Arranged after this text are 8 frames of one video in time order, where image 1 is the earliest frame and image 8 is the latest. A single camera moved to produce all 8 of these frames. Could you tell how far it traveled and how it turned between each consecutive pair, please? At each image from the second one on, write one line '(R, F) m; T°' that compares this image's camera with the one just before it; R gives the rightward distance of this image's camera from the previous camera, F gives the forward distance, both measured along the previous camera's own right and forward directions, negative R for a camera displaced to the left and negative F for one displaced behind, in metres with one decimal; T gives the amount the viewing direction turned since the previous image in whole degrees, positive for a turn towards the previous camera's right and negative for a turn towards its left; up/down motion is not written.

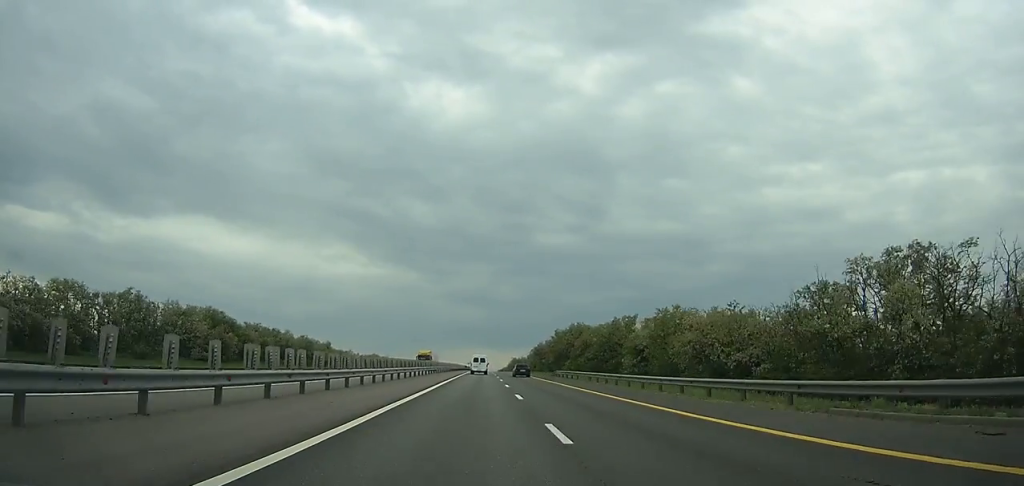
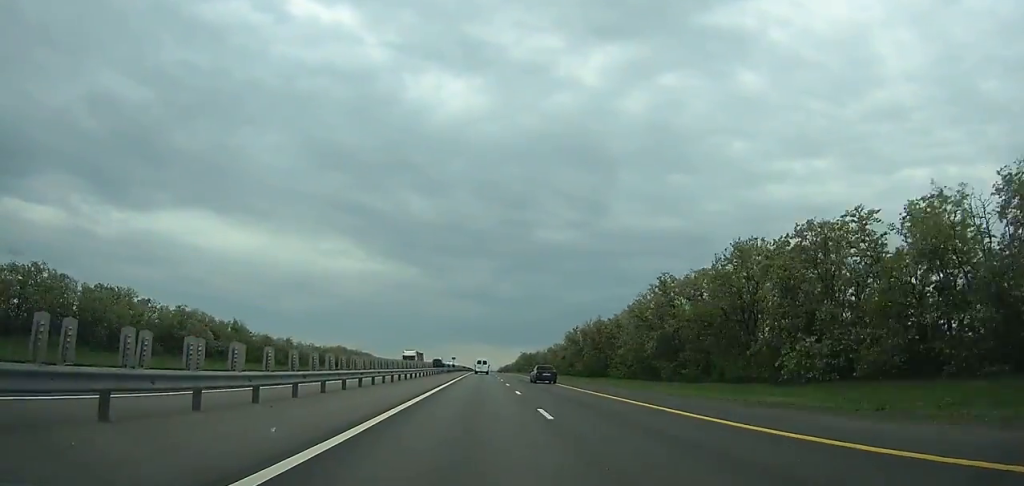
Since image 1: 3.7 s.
(-0.3, +103.9) m; 0°
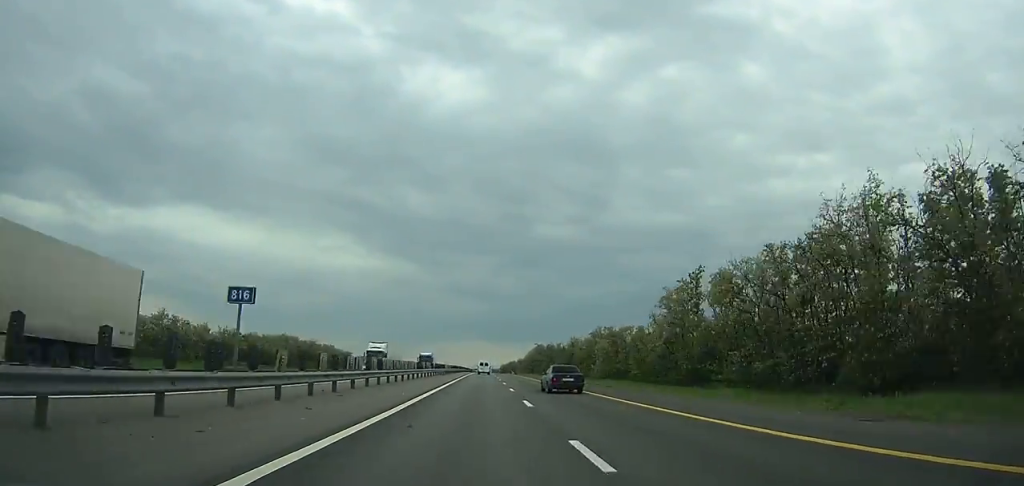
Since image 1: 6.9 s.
(0.0, +90.2) m; 0°
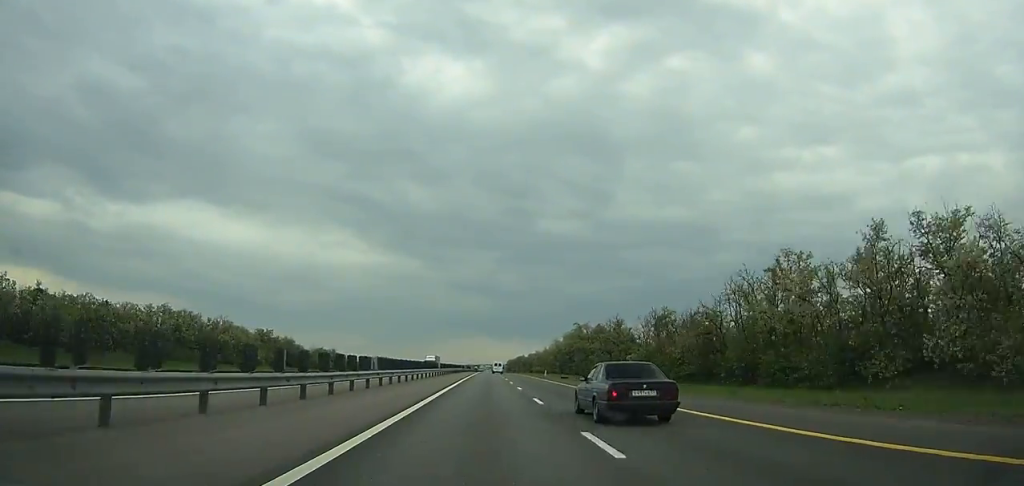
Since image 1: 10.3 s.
(+0.2, +96.0) m; 0°
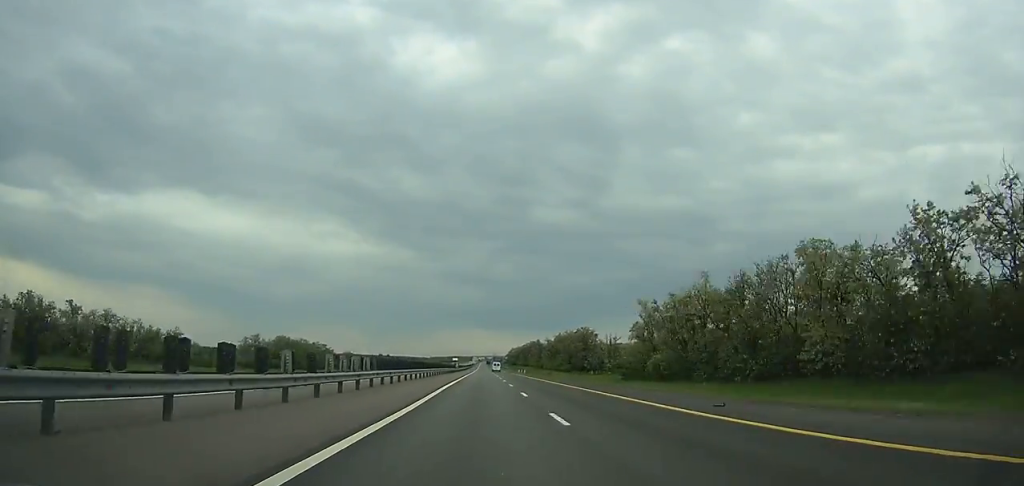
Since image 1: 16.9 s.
(+0.2, +187.0) m; 0°
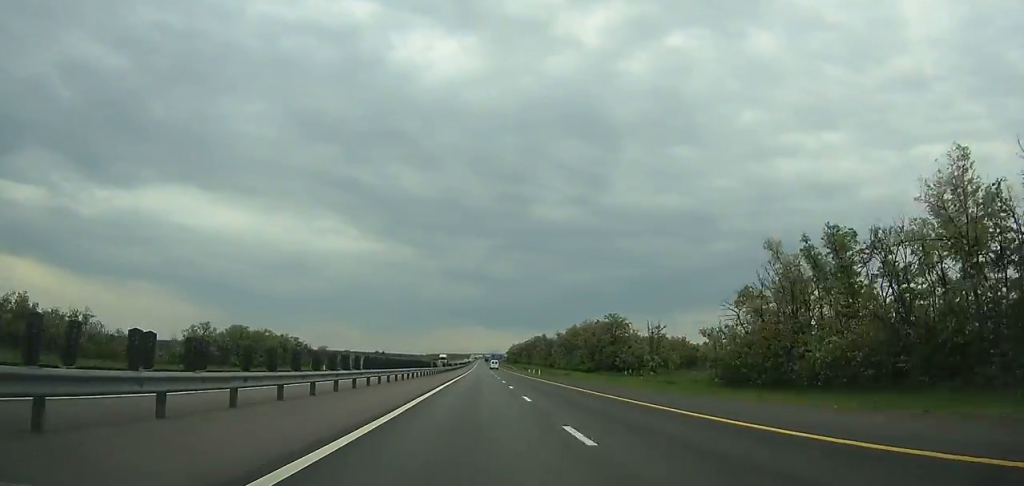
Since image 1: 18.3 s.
(0.0, +39.7) m; 0°
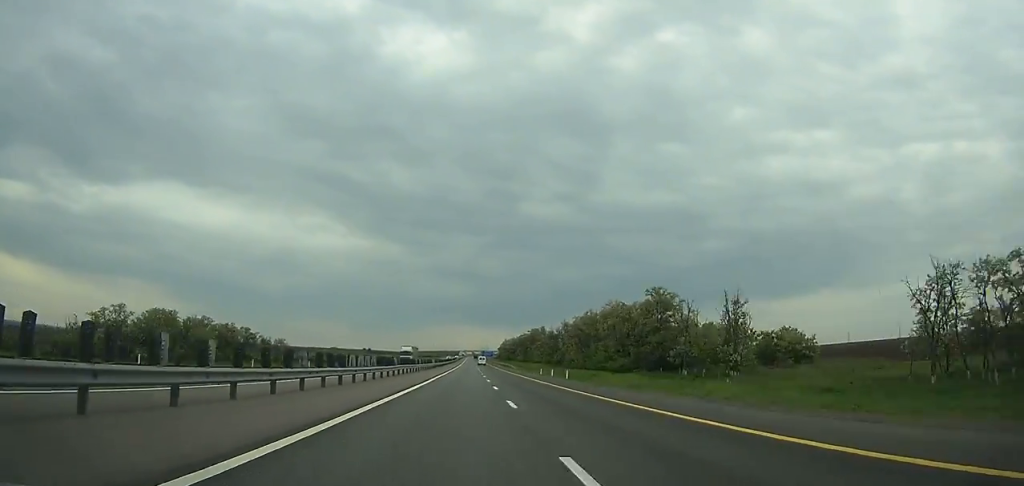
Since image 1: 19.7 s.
(+0.1, +39.6) m; 0°
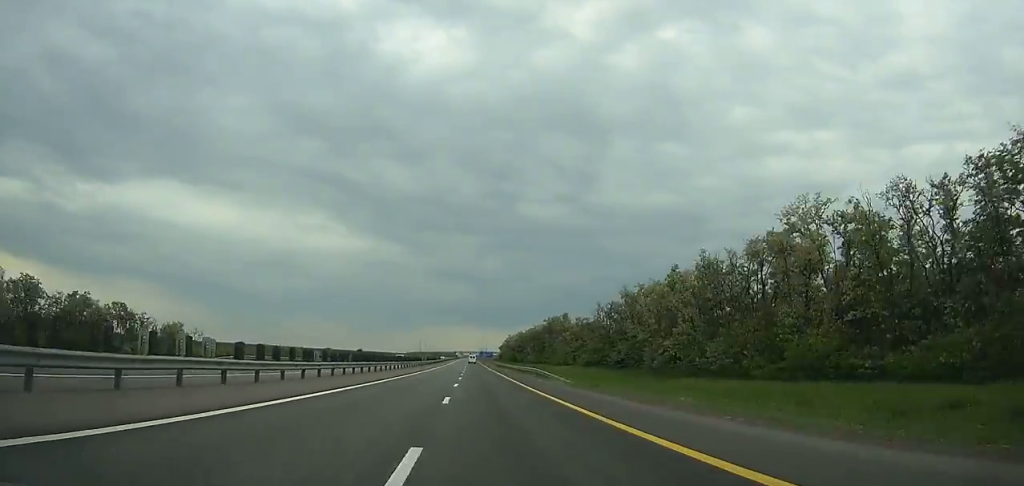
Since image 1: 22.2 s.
(+0.5, +70.4) m; 0°
